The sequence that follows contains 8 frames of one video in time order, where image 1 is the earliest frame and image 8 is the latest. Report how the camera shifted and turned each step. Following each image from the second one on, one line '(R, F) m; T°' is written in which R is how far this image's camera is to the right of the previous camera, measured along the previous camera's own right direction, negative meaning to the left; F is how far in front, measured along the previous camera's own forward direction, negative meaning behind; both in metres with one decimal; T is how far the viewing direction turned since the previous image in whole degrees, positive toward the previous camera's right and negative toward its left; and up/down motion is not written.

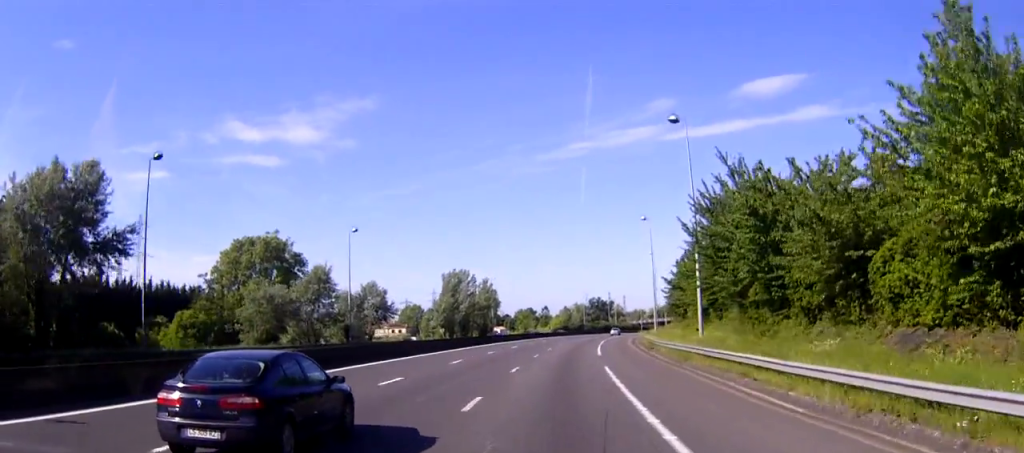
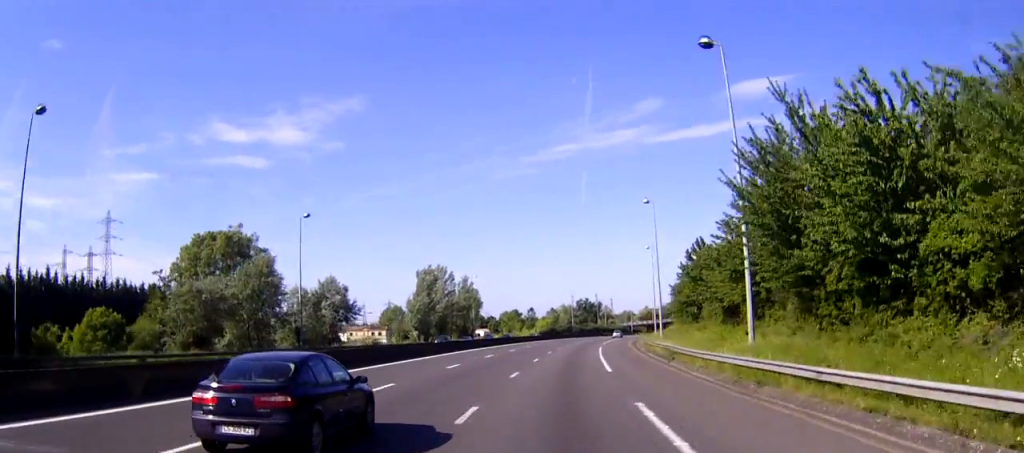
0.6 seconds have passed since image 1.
(+0.2, +14.5) m; +1°
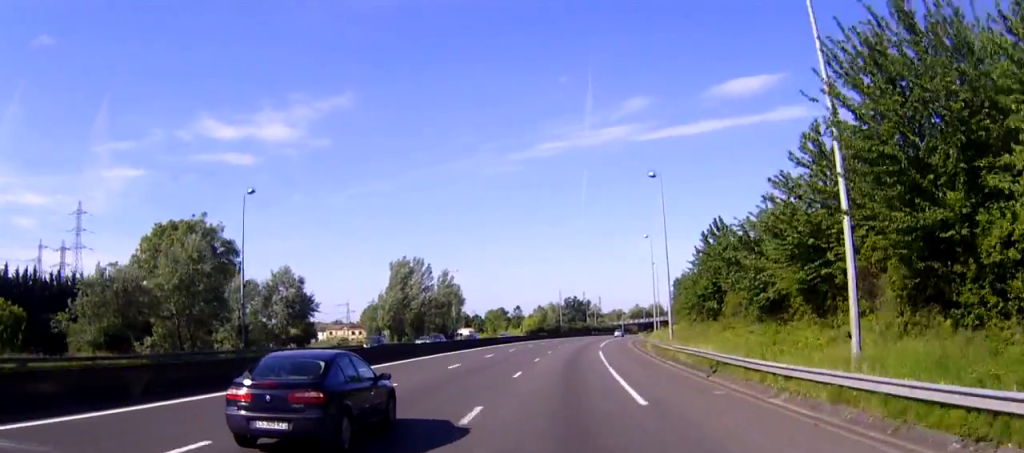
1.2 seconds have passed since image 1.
(0.0, +12.9) m; +1°
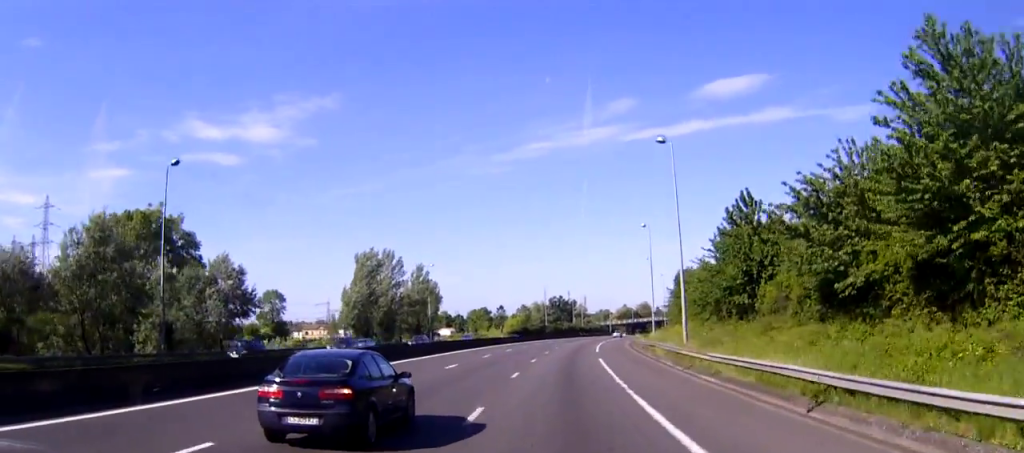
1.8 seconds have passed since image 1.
(+0.2, +12.9) m; +2°
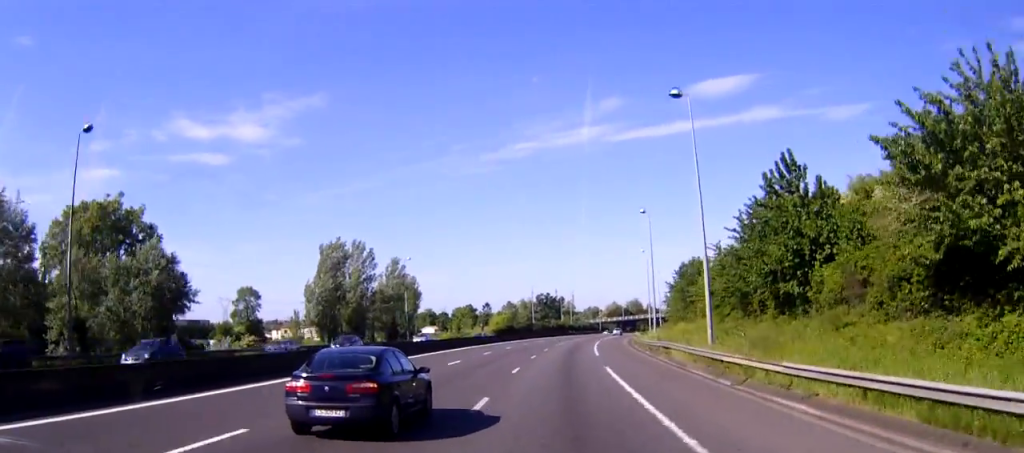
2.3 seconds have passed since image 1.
(0.0, +11.4) m; +1°
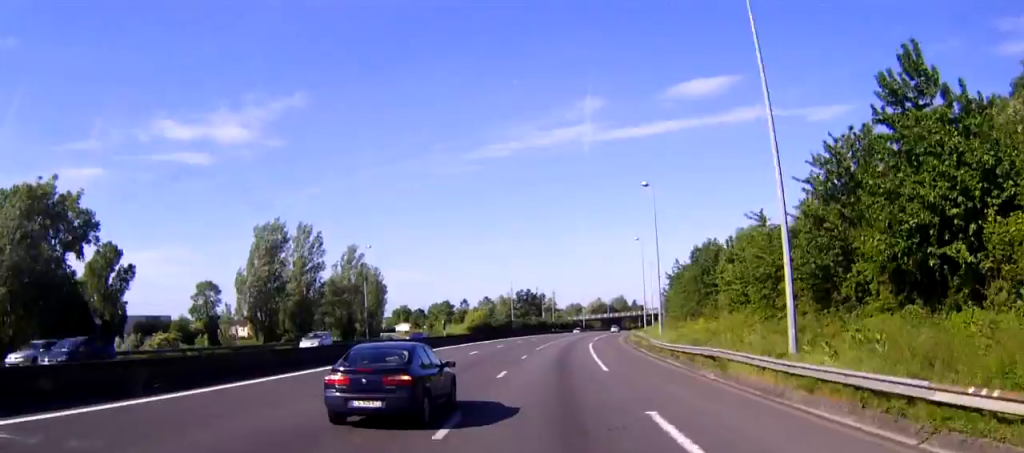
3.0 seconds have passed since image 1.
(+0.5, +16.6) m; +1°
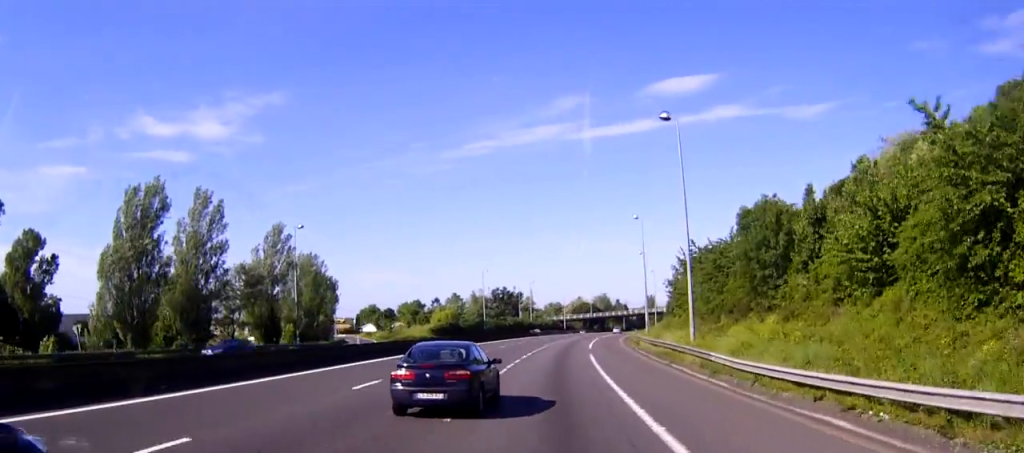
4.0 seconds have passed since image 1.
(+0.2, +23.3) m; 0°
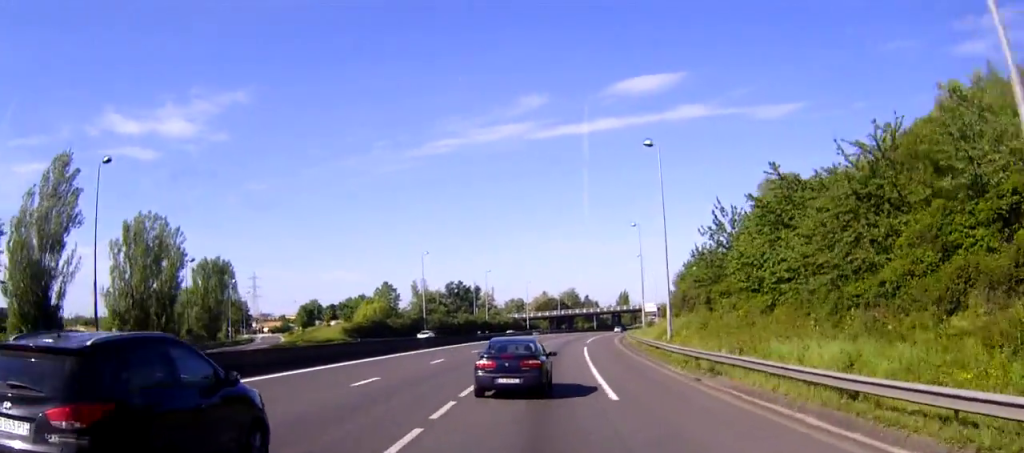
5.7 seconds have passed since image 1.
(+0.7, +37.9) m; +3°
